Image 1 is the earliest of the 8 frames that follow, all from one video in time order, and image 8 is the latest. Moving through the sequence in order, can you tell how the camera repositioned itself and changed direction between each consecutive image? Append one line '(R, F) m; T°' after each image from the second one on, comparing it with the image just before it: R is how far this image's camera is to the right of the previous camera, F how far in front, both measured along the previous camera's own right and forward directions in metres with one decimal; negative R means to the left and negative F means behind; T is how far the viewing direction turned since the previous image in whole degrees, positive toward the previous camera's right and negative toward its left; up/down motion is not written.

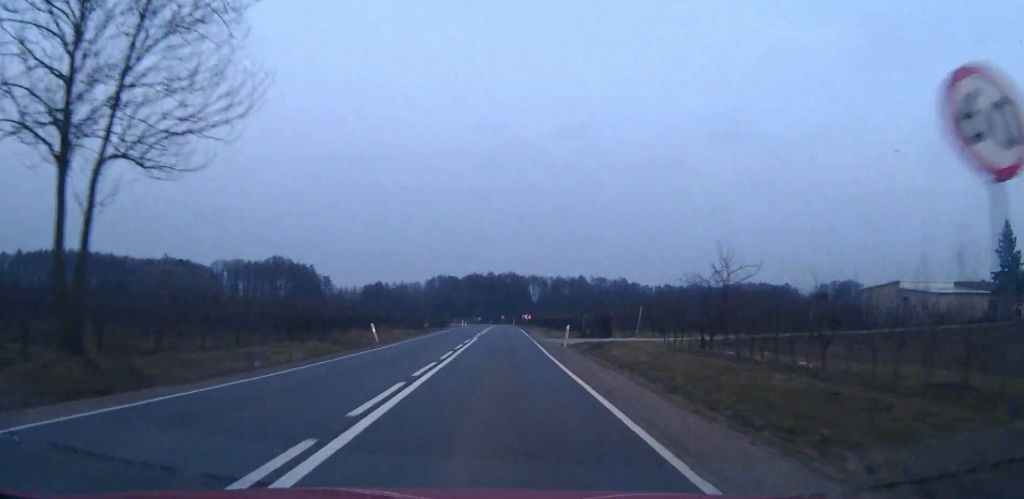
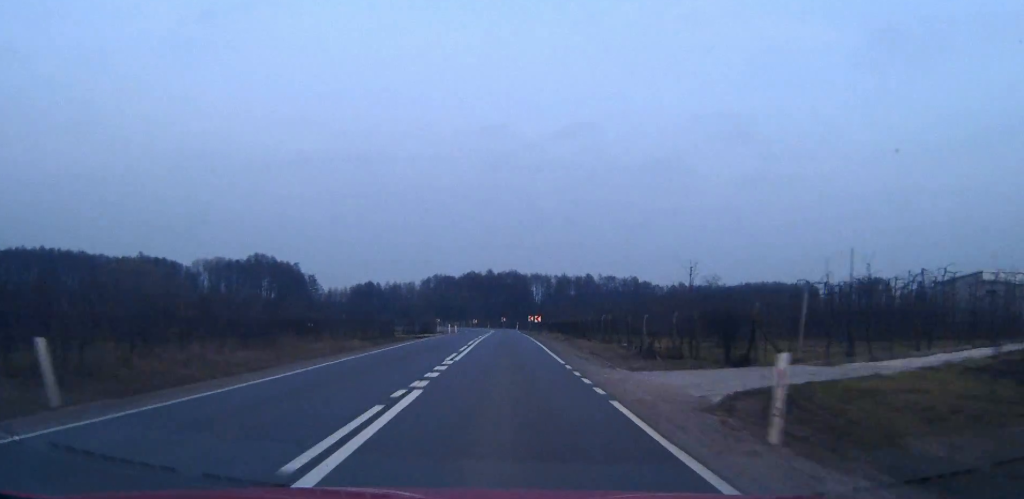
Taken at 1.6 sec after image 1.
(+0.1, +26.5) m; 0°
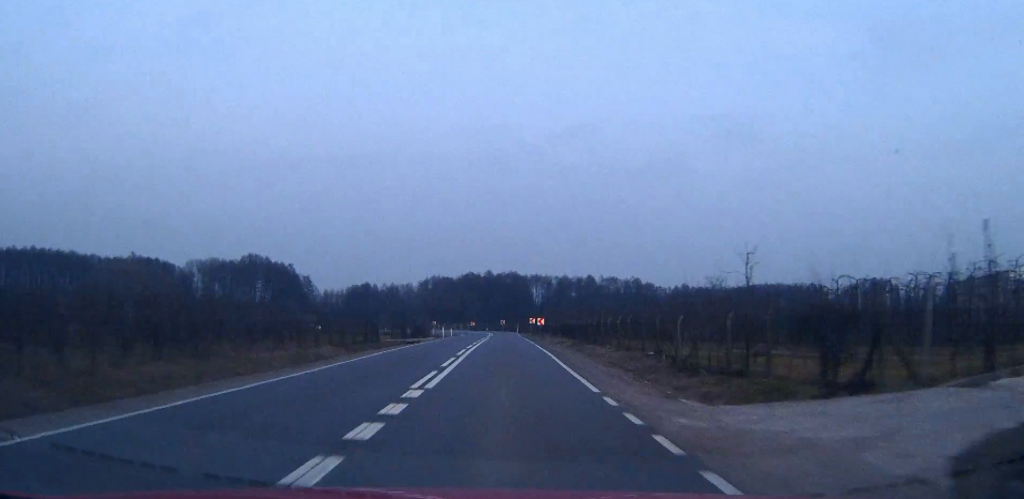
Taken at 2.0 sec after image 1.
(0.0, +7.1) m; 0°
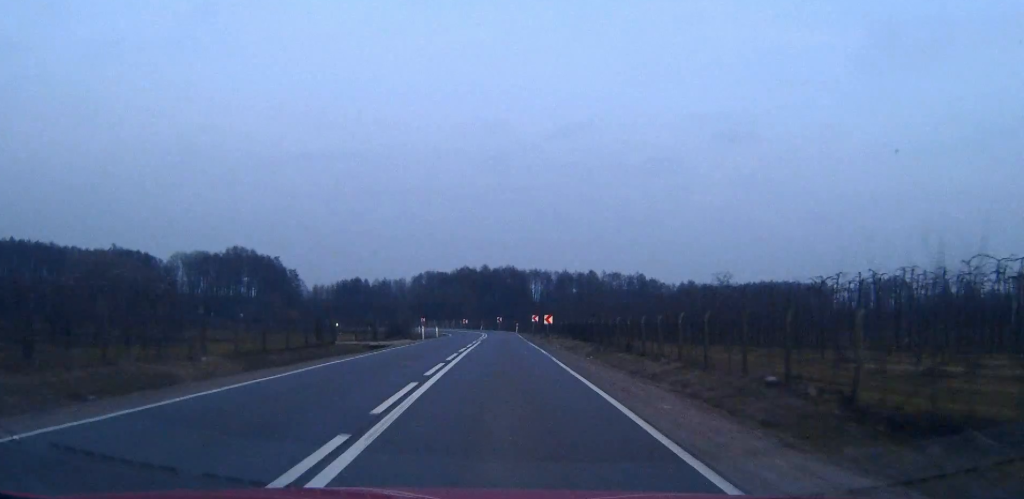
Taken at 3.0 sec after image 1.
(0.0, +15.4) m; 0°
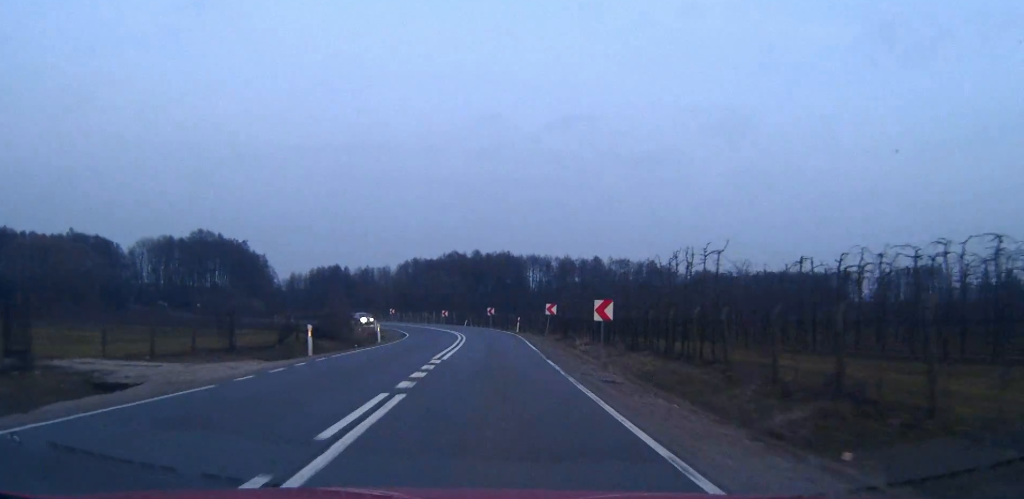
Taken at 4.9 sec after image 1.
(+0.2, +31.4) m; +1°
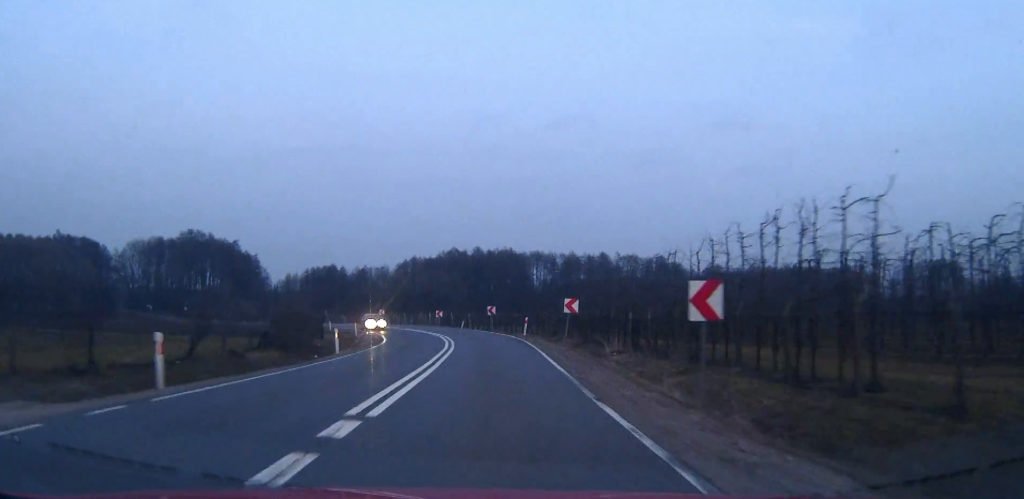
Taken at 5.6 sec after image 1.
(0.0, +11.2) m; 0°
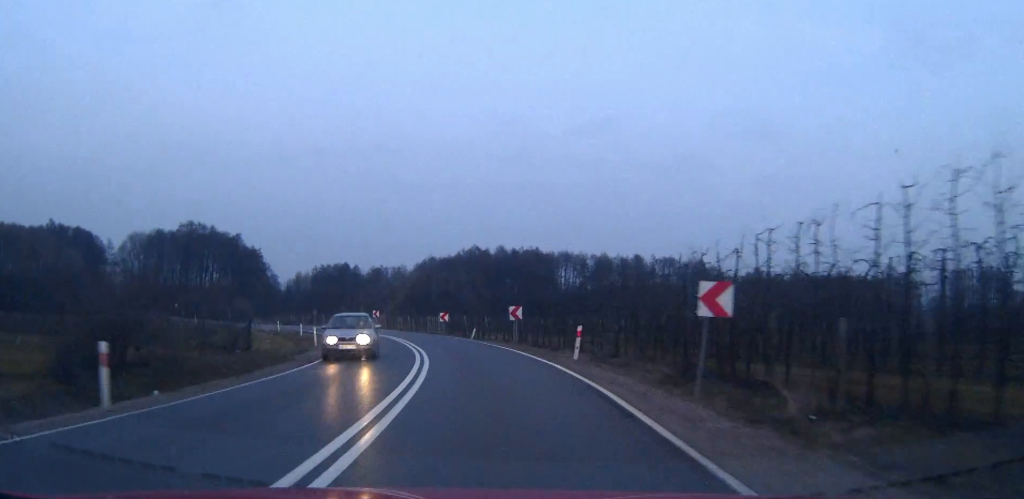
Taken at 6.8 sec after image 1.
(-0.1, +19.5) m; -2°
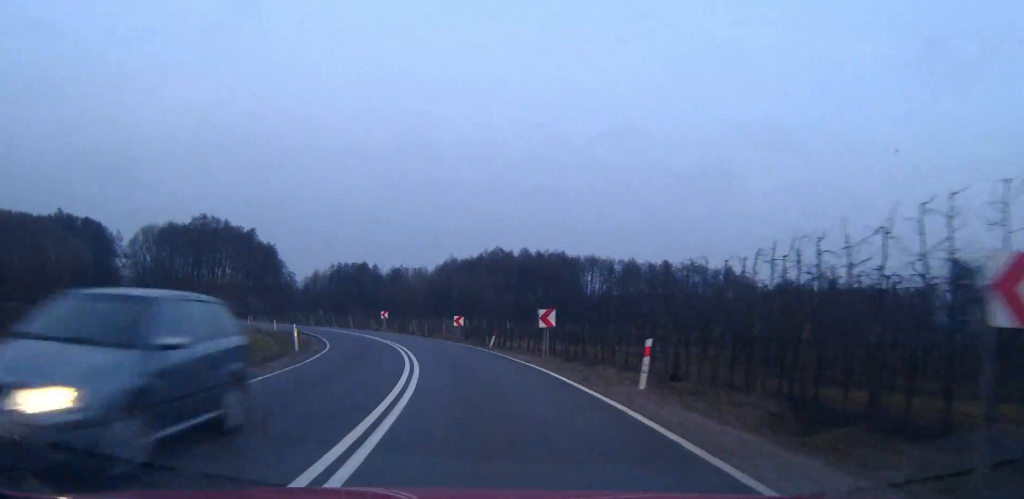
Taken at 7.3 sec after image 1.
(-0.1, +7.9) m; -1°
